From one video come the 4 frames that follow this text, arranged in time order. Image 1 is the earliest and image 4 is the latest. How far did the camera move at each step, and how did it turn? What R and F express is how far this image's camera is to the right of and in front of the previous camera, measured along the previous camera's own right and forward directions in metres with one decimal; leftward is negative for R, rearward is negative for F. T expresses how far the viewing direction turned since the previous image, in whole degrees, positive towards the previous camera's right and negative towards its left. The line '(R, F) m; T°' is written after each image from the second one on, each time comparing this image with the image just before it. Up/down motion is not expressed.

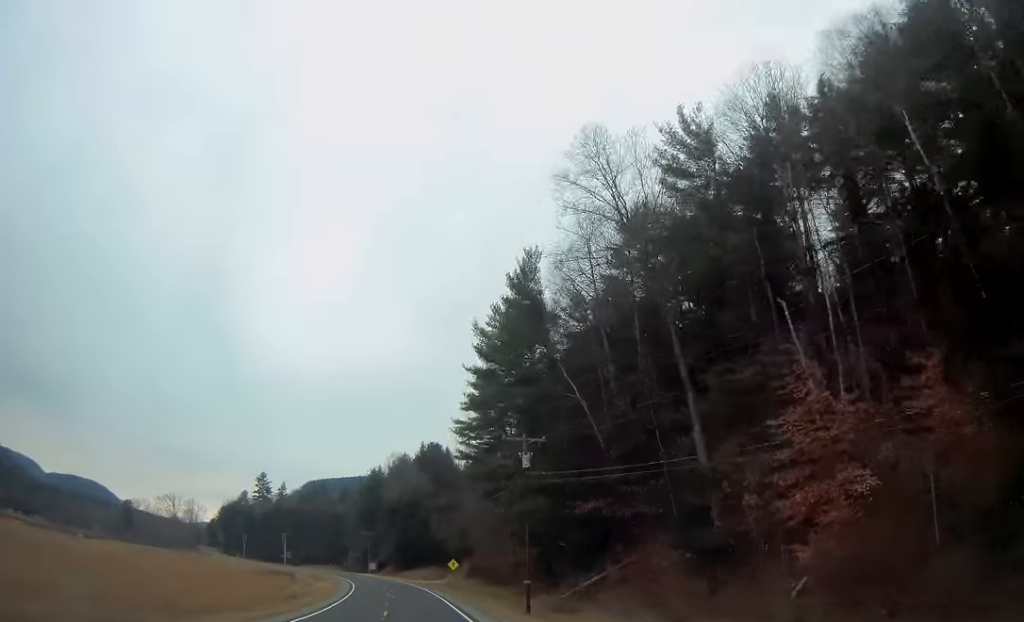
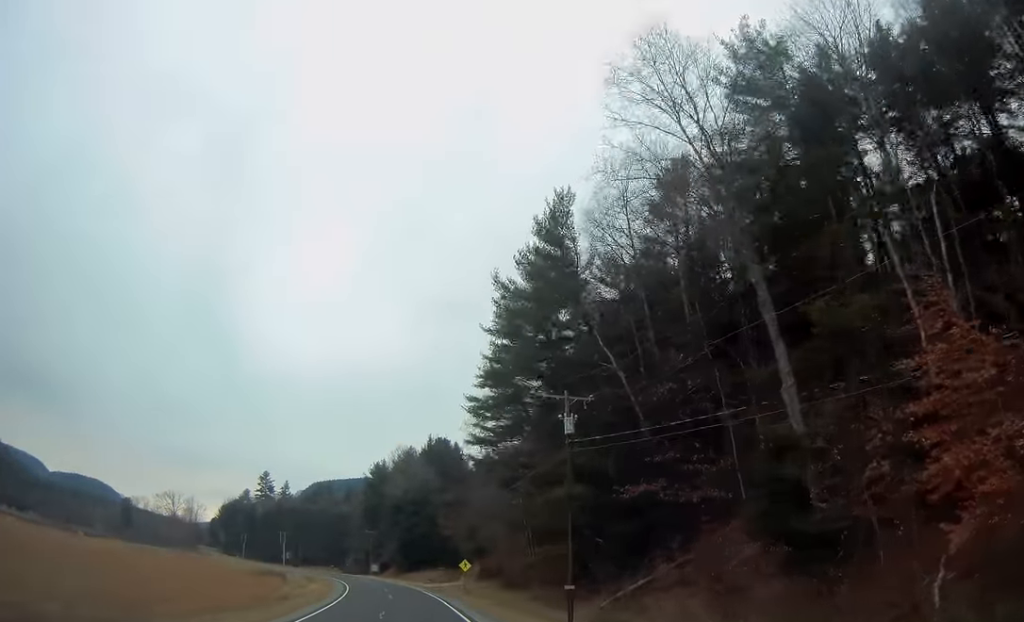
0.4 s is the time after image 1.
(0.0, +9.6) m; 0°
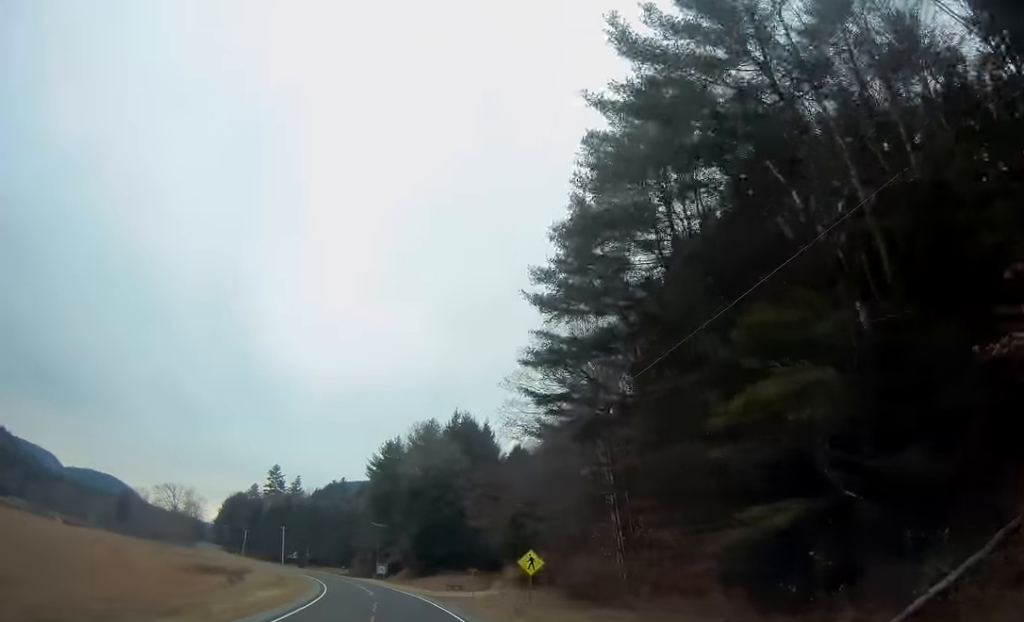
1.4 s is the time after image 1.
(-0.4, +24.9) m; -2°
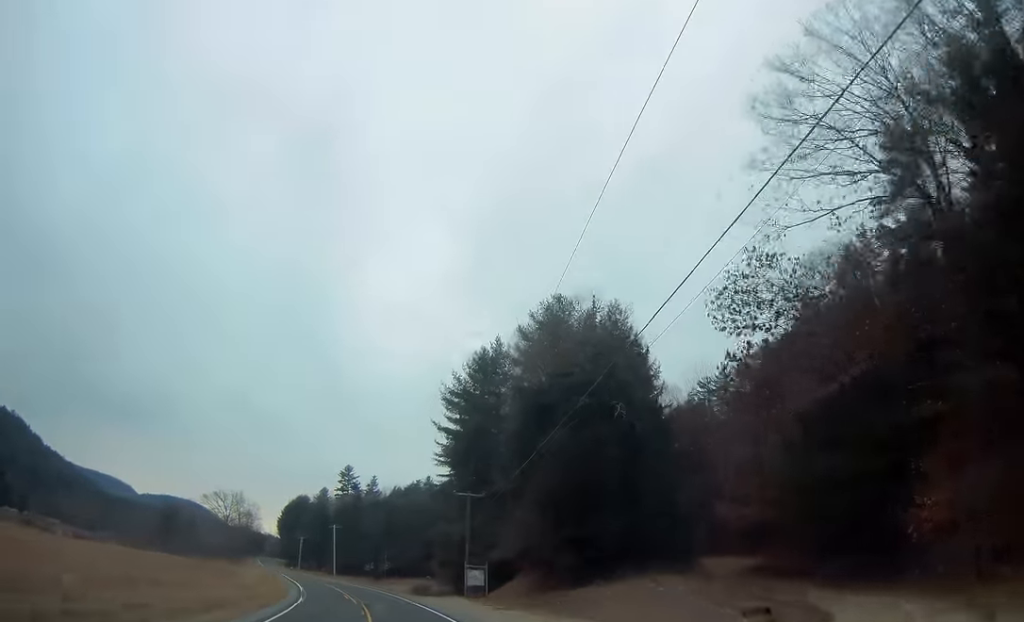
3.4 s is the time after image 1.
(-2.7, +47.2) m; -8°
